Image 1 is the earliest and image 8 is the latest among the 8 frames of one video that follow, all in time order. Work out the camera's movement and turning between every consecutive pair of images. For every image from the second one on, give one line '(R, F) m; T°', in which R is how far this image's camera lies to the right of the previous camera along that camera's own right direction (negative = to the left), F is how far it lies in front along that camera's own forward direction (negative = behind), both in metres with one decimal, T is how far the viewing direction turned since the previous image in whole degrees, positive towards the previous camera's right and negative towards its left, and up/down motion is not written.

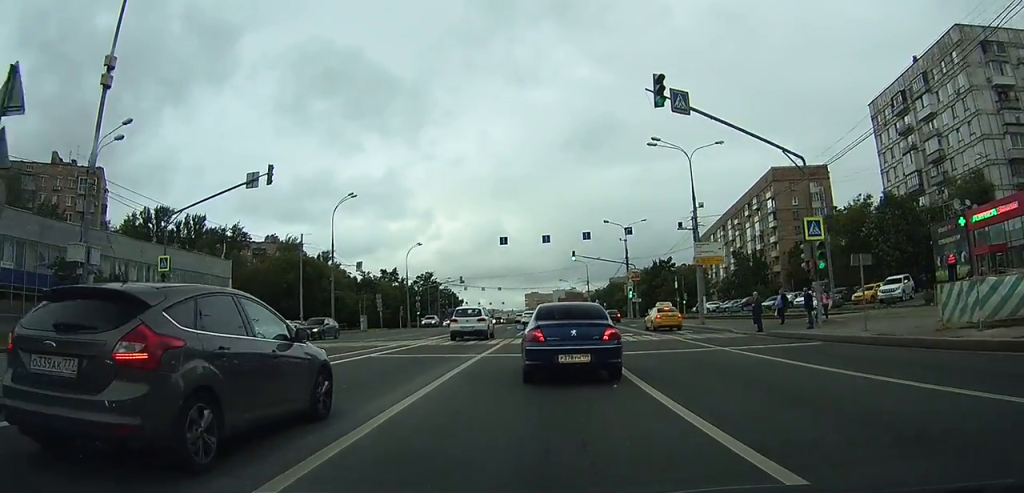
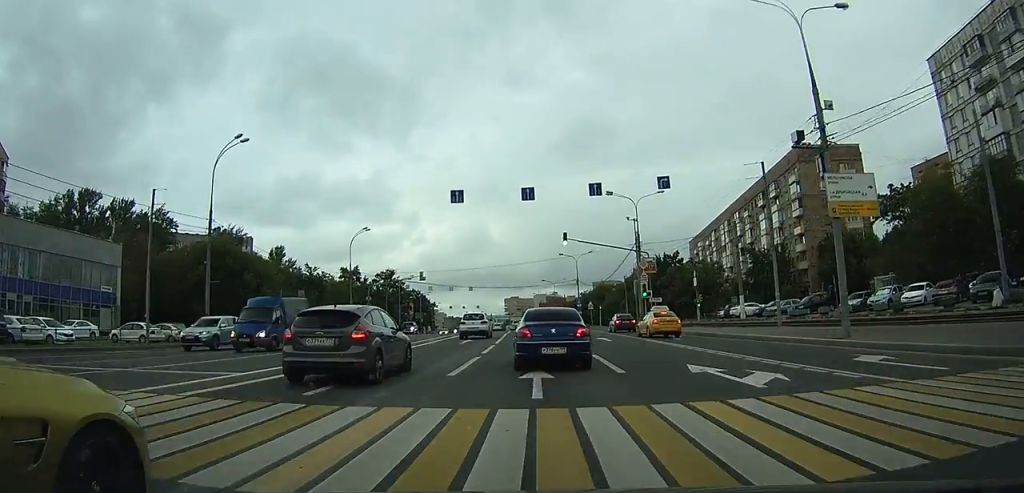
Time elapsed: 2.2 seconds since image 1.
(+0.3, +20.3) m; +2°
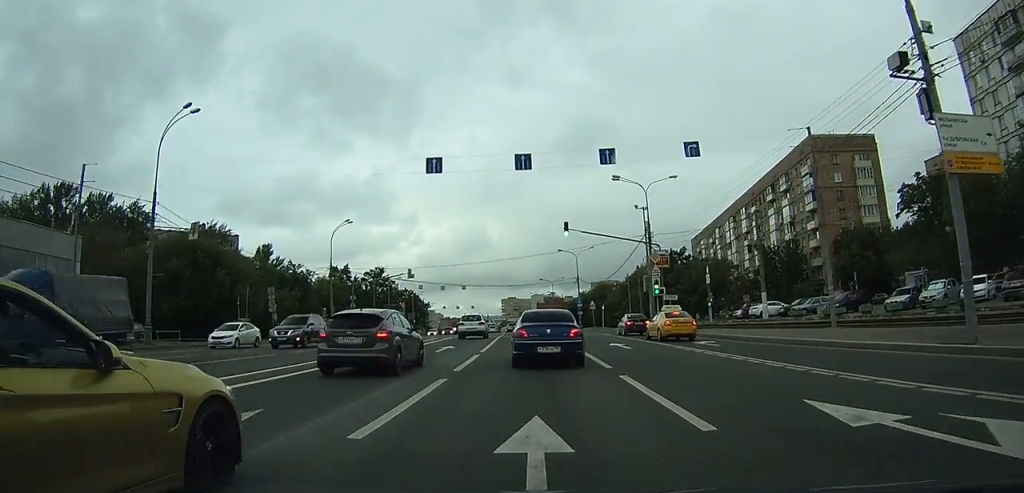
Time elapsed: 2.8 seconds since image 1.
(0.0, +6.3) m; 0°
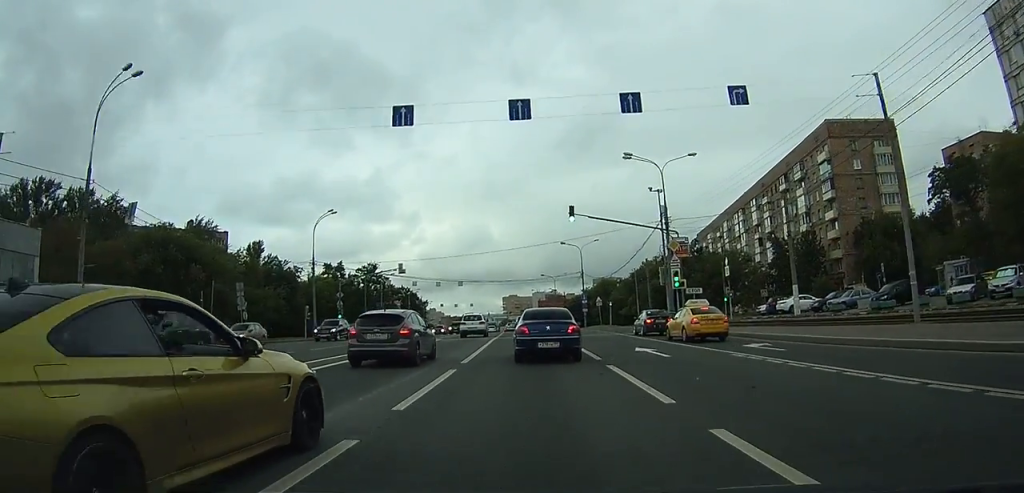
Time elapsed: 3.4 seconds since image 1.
(0.0, +6.1) m; 0°
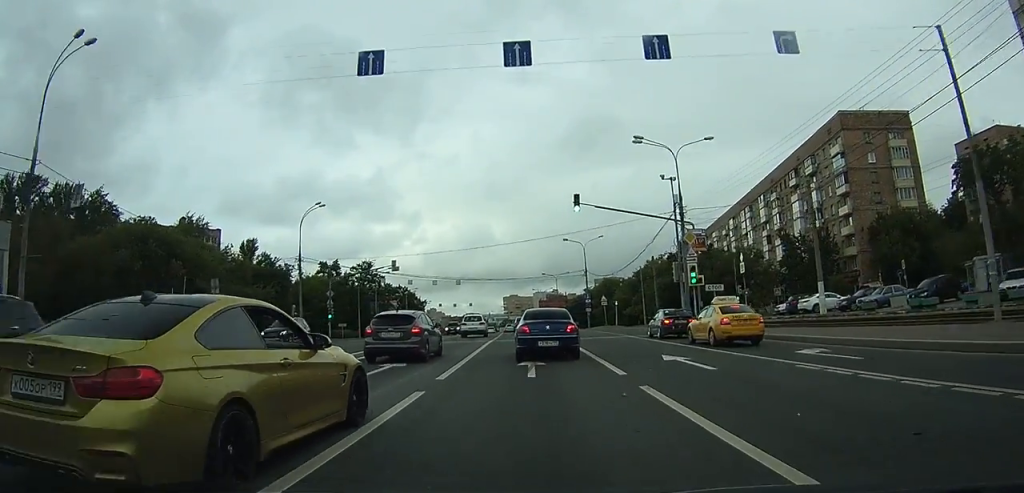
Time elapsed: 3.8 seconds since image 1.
(0.0, +4.2) m; 0°
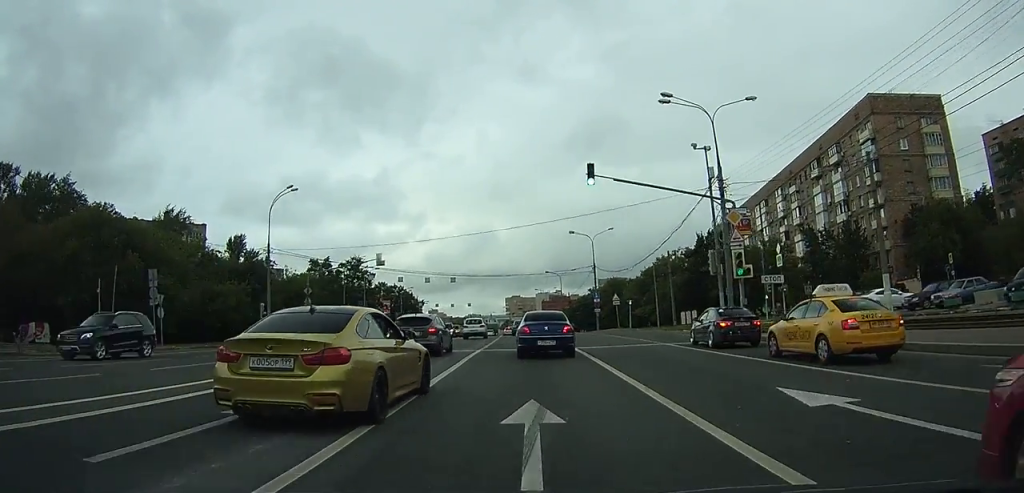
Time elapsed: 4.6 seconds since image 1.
(-0.1, +8.1) m; 0°
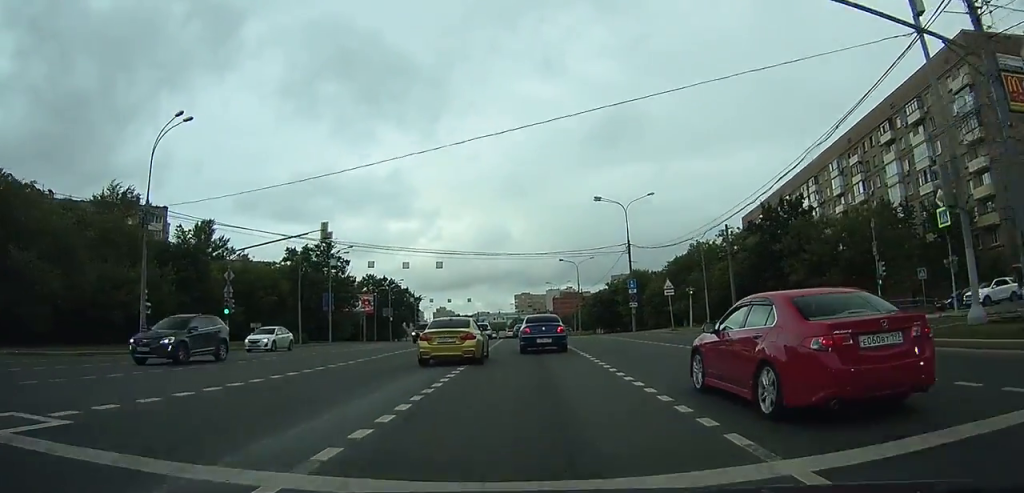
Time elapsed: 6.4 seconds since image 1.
(0.0, +19.9) m; -1°
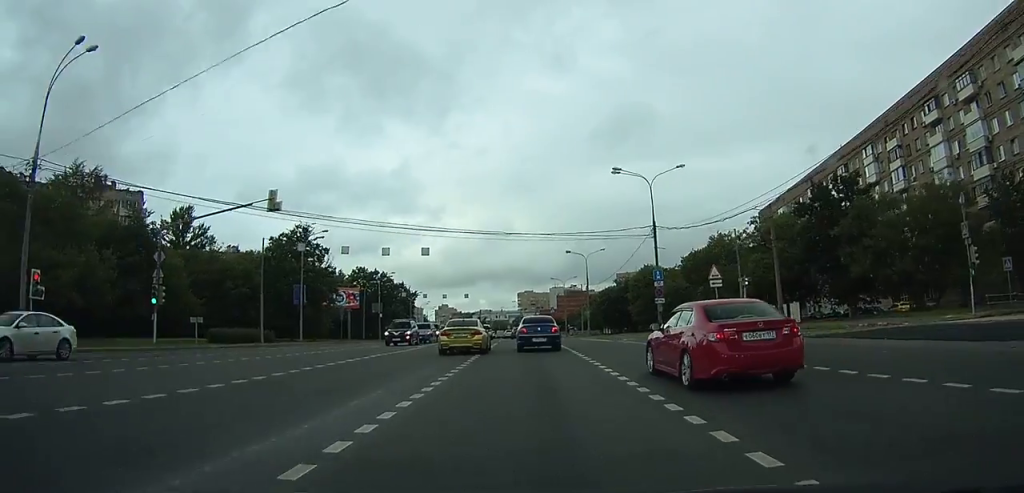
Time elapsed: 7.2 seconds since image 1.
(-0.1, +10.0) m; -1°
